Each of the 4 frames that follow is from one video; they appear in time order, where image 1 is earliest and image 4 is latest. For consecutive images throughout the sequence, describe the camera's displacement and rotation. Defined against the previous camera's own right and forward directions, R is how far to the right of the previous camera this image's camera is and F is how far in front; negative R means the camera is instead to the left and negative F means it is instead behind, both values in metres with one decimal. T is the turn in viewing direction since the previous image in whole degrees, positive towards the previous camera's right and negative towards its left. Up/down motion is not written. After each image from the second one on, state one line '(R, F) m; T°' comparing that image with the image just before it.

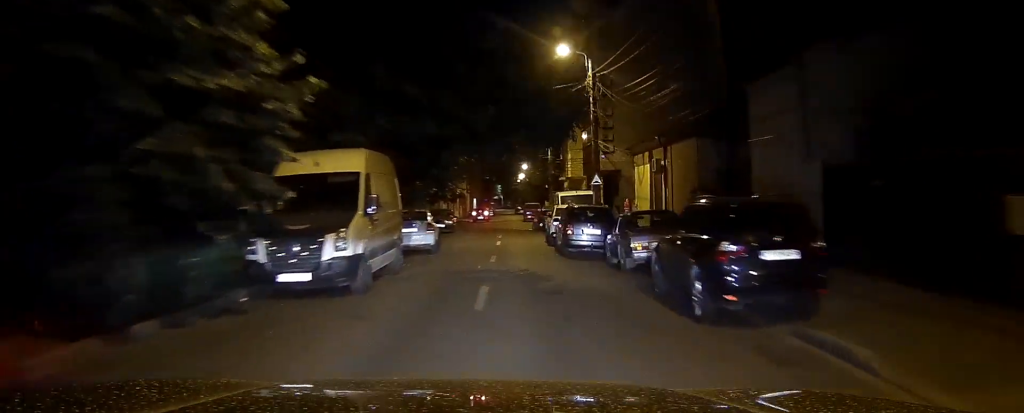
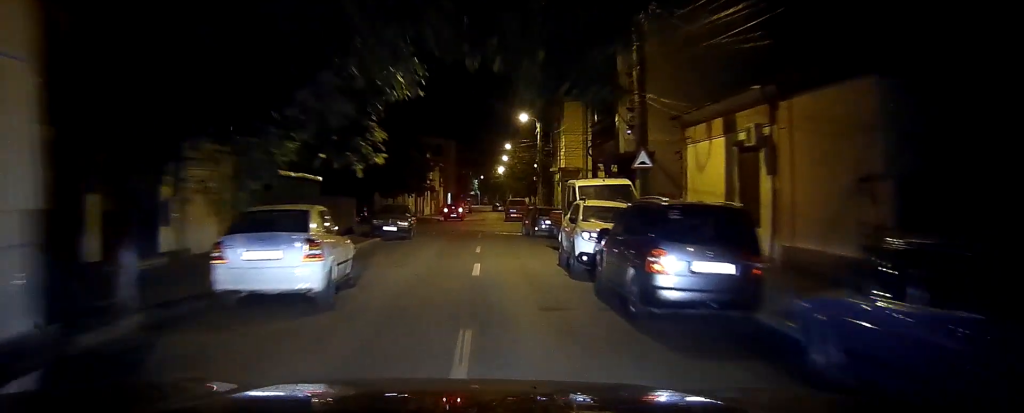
(-0.2, +13.8) m; -1°
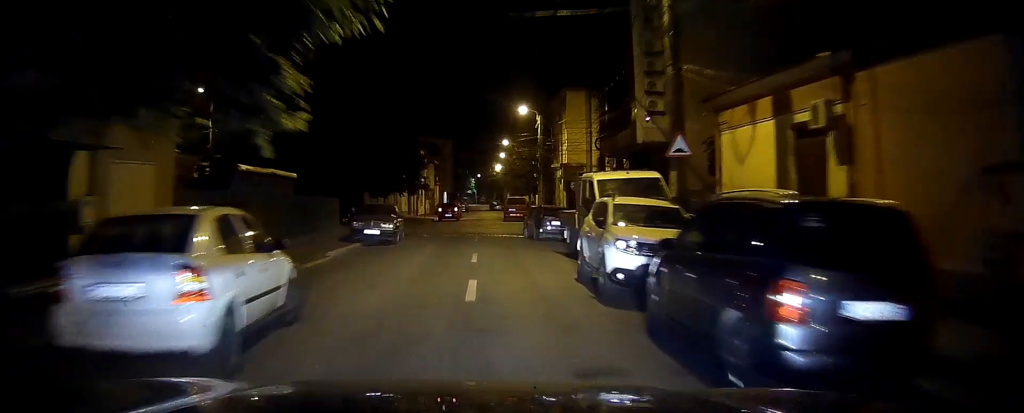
(0.0, +4.2) m; 0°
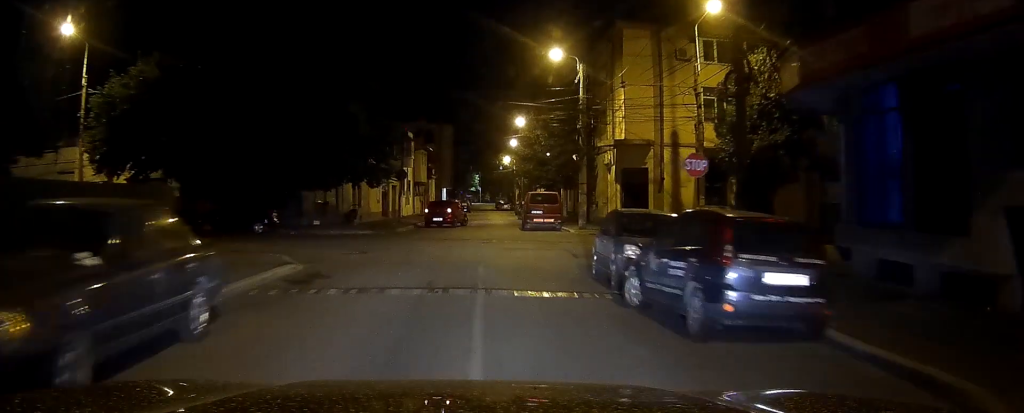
(-0.3, +23.0) m; -4°
